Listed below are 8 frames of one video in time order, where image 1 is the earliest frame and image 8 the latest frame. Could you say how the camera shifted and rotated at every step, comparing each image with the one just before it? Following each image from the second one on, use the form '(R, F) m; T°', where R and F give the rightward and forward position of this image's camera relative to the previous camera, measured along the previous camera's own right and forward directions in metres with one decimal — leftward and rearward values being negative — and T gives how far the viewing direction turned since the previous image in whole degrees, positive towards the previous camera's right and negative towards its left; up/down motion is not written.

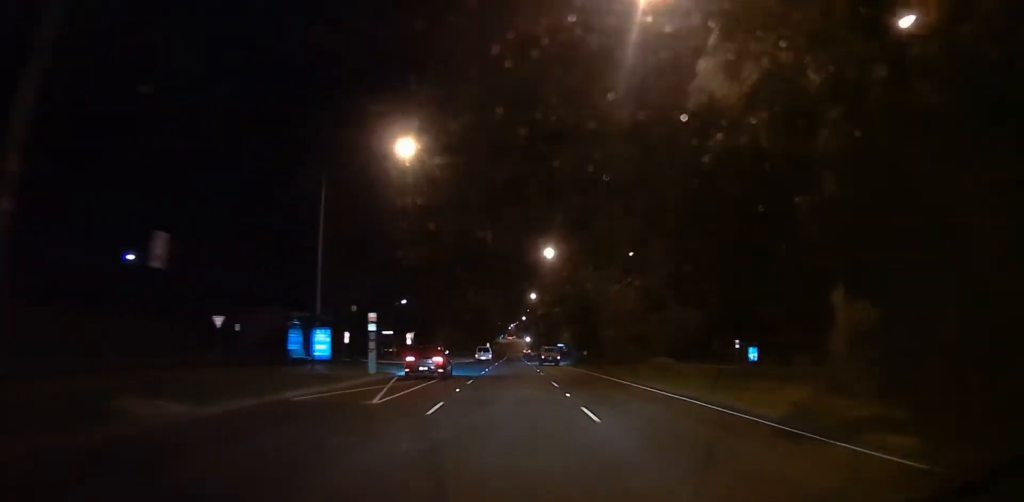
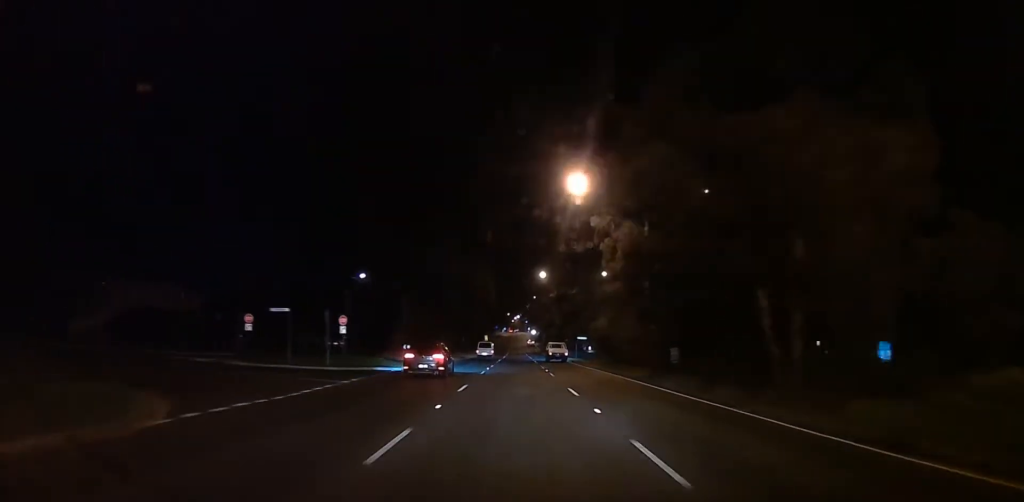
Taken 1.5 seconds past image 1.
(0.0, +29.4) m; +3°
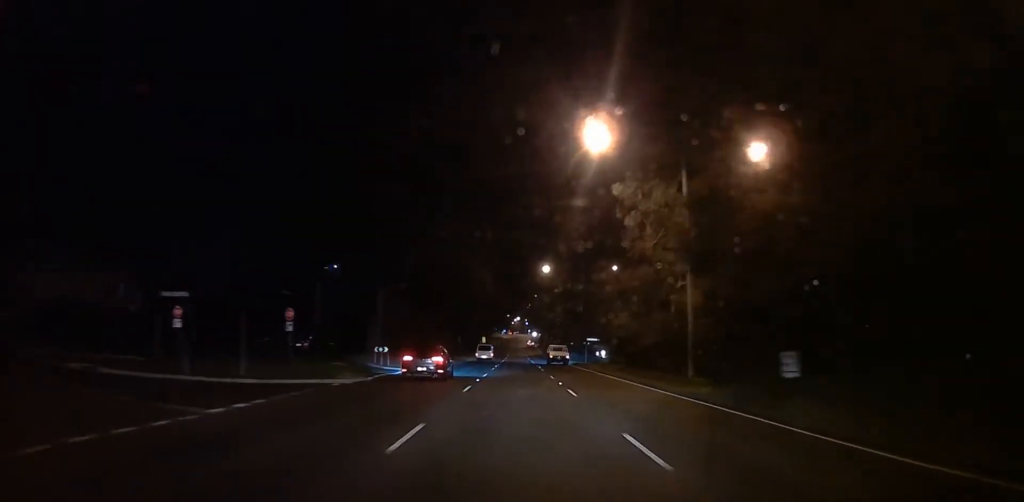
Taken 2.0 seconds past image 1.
(+0.4, +10.7) m; +1°
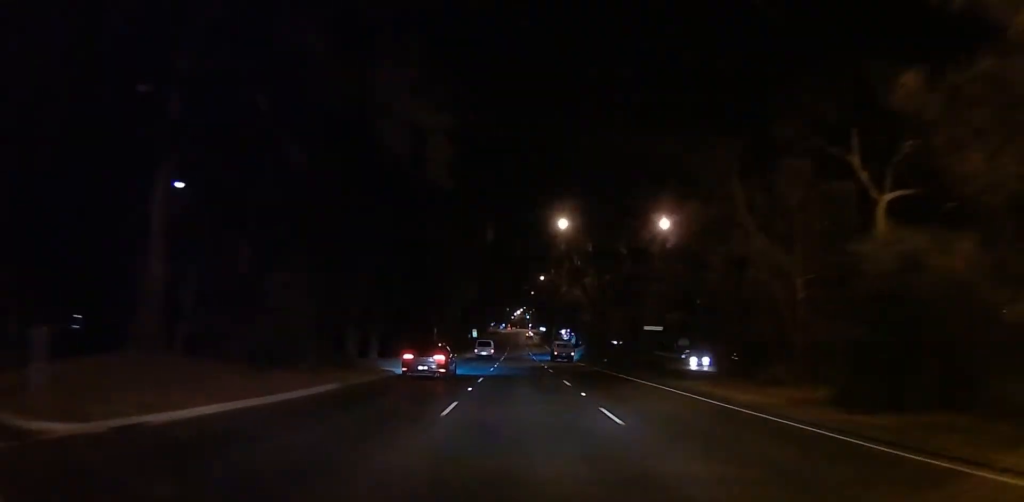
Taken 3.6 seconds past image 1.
(-0.2, +31.7) m; -3°
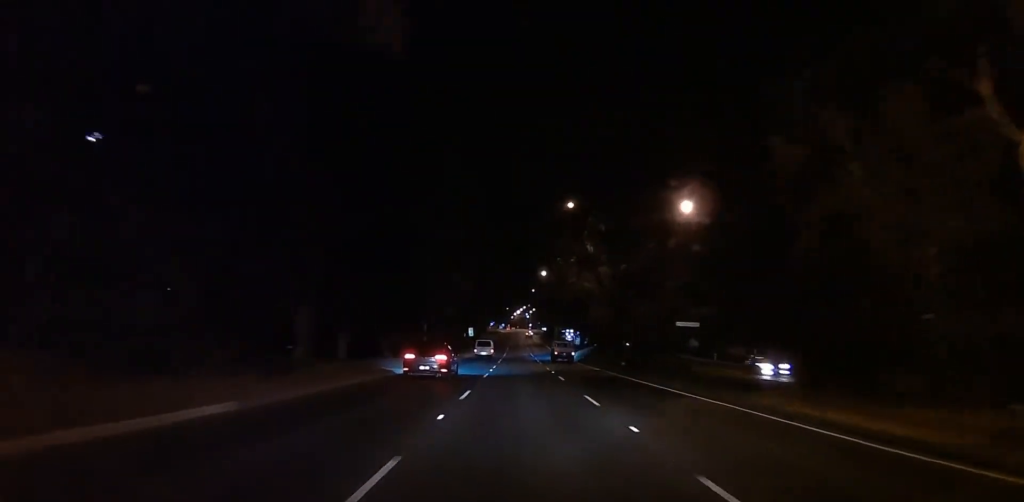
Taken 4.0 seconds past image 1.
(0.0, +8.2) m; 0°
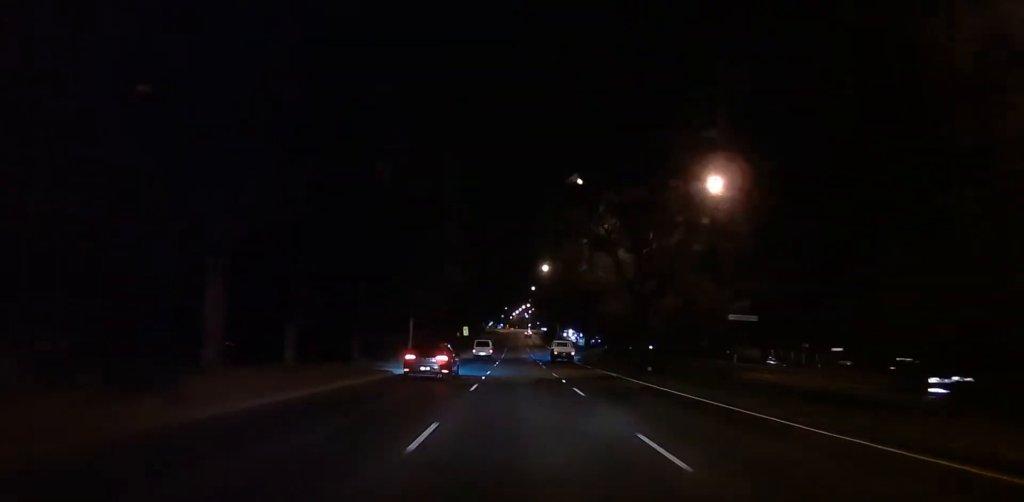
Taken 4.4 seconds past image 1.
(0.0, +8.2) m; 0°
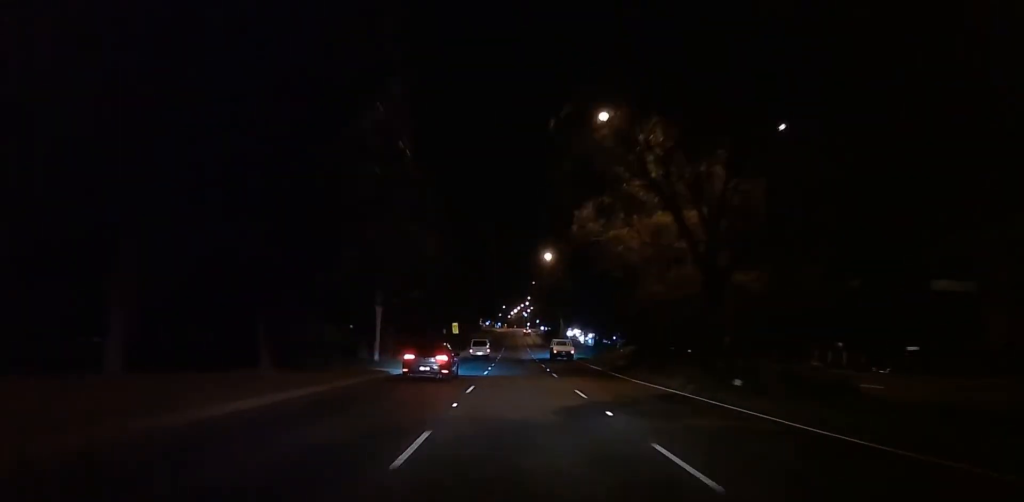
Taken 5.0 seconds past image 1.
(0.0, +12.9) m; 0°
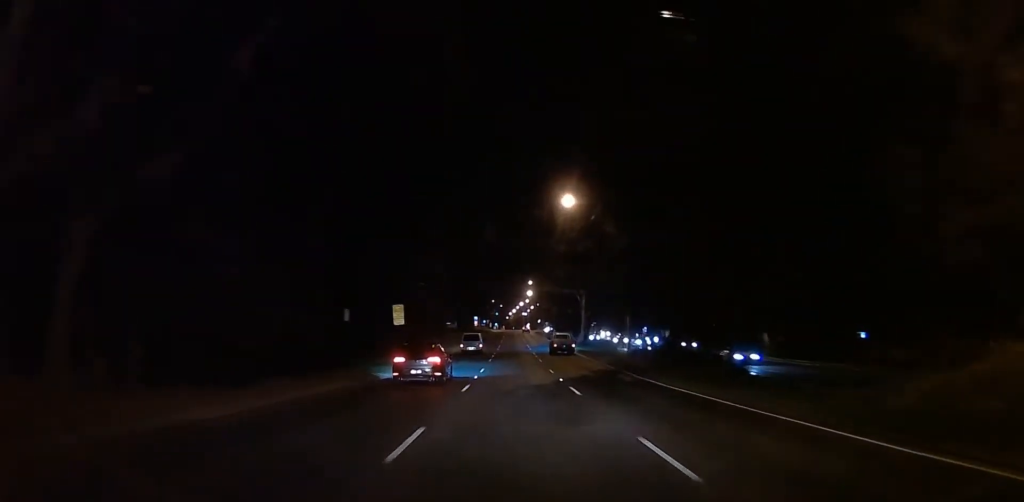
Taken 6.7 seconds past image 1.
(0.0, +34.8) m; 0°
